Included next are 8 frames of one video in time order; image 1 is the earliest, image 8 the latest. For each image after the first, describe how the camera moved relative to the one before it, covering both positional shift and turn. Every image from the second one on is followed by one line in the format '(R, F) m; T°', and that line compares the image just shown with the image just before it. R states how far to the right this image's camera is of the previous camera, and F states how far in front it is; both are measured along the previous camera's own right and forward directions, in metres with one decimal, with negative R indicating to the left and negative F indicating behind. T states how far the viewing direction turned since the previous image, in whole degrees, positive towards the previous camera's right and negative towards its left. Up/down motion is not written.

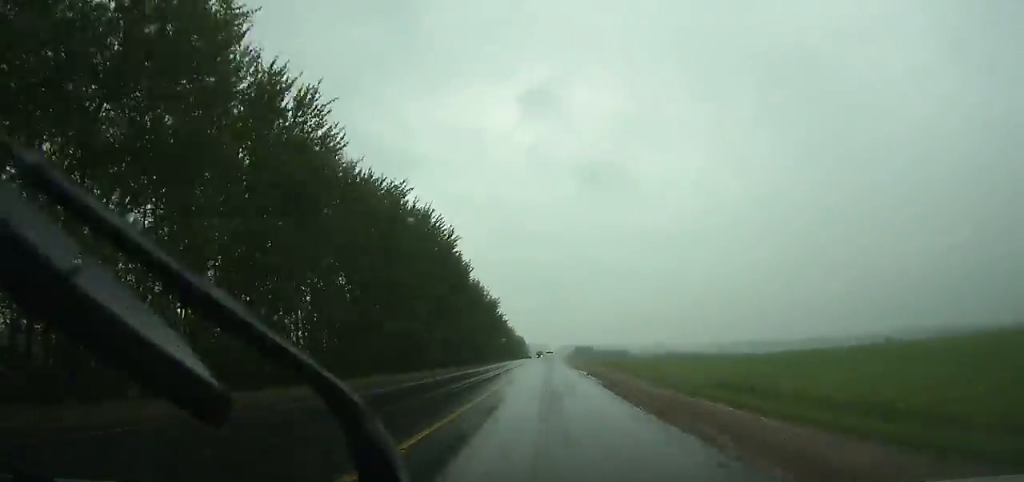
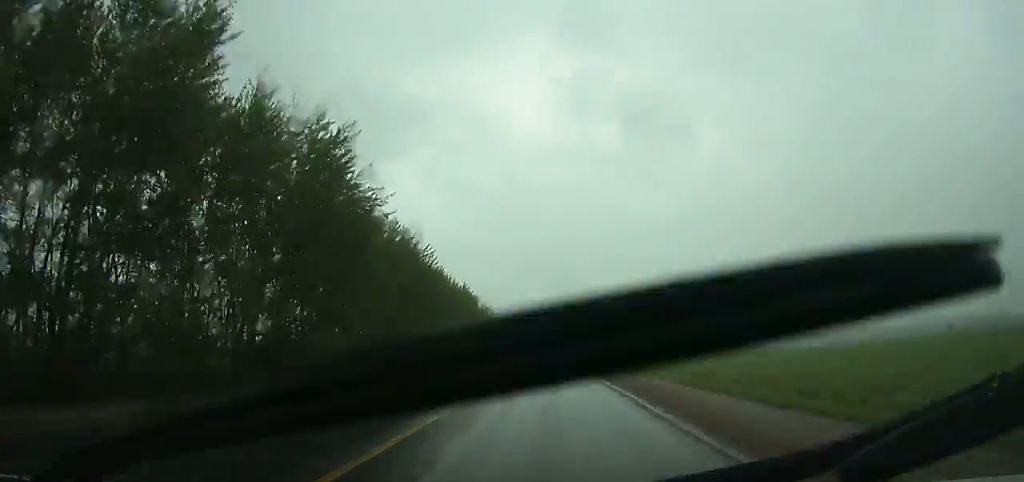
(+0.3, +109.8) m; 0°
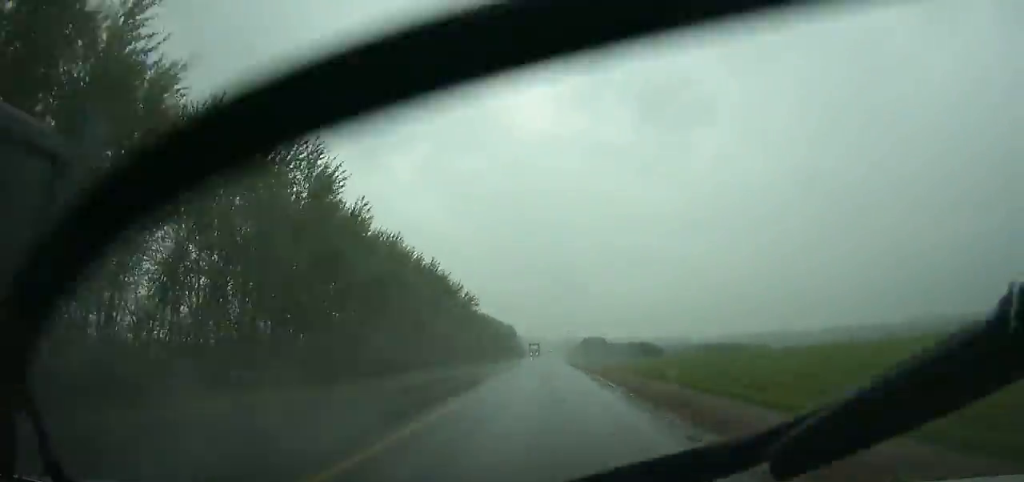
(-0.1, +31.7) m; 0°
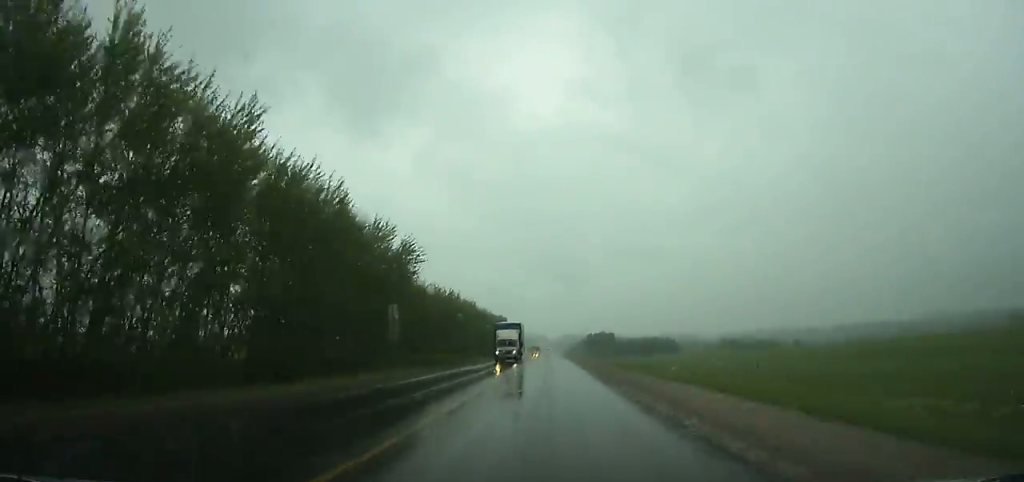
(+0.3, +56.9) m; 0°
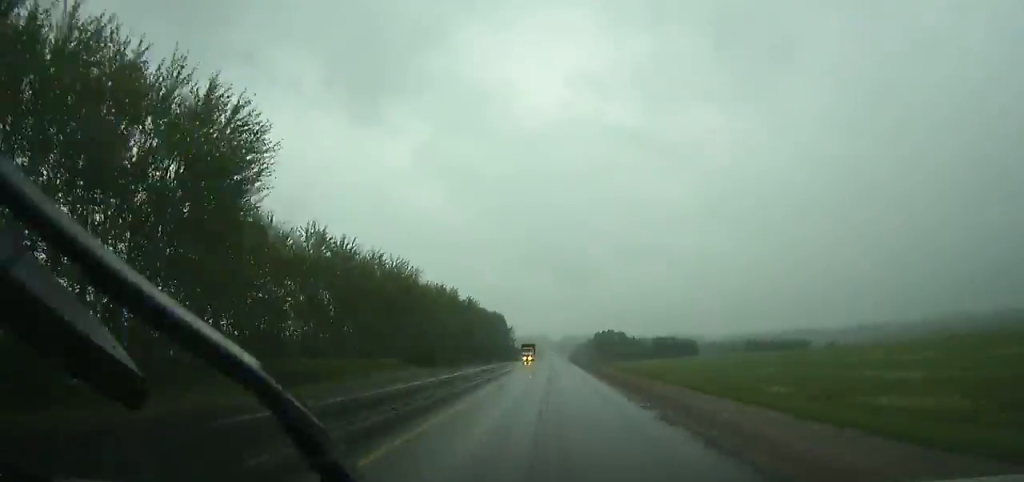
(-0.1, +41.2) m; 0°
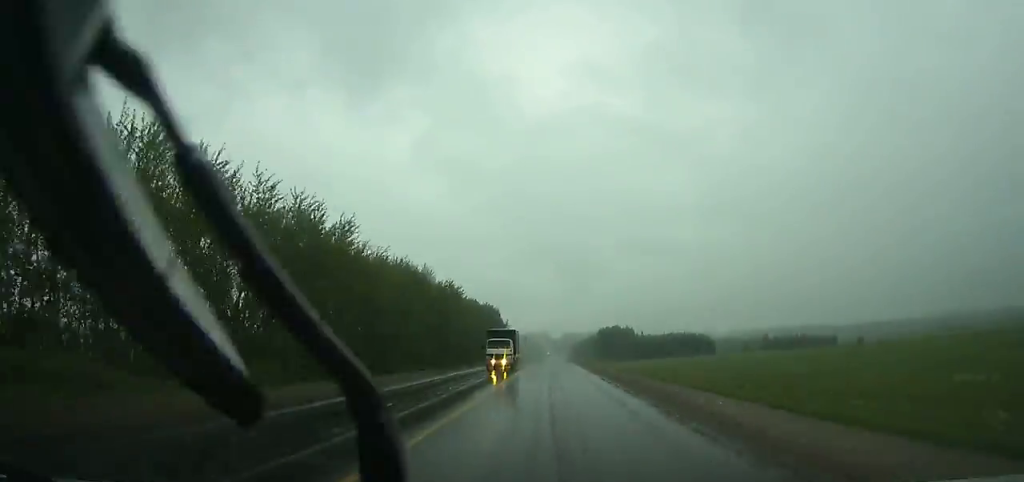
(0.0, +29.9) m; 0°
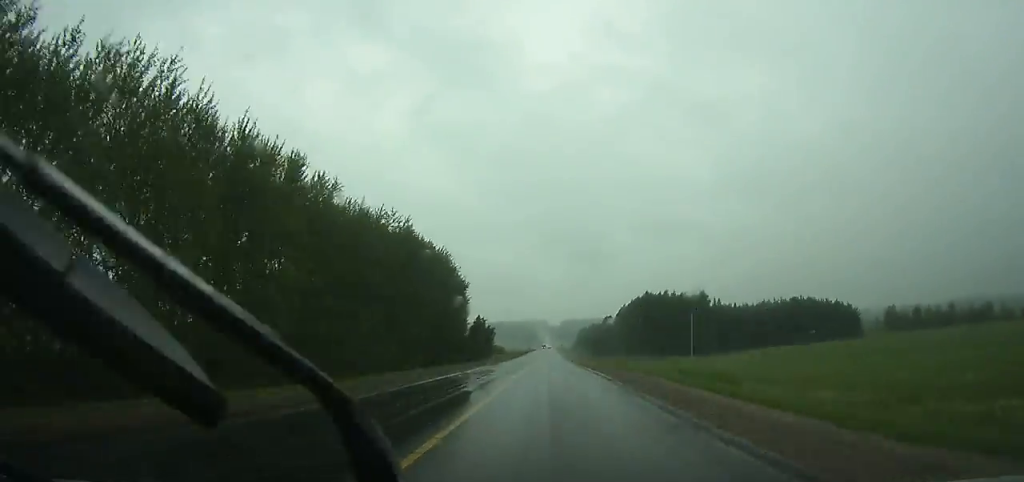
(-0.4, +131.5) m; 0°
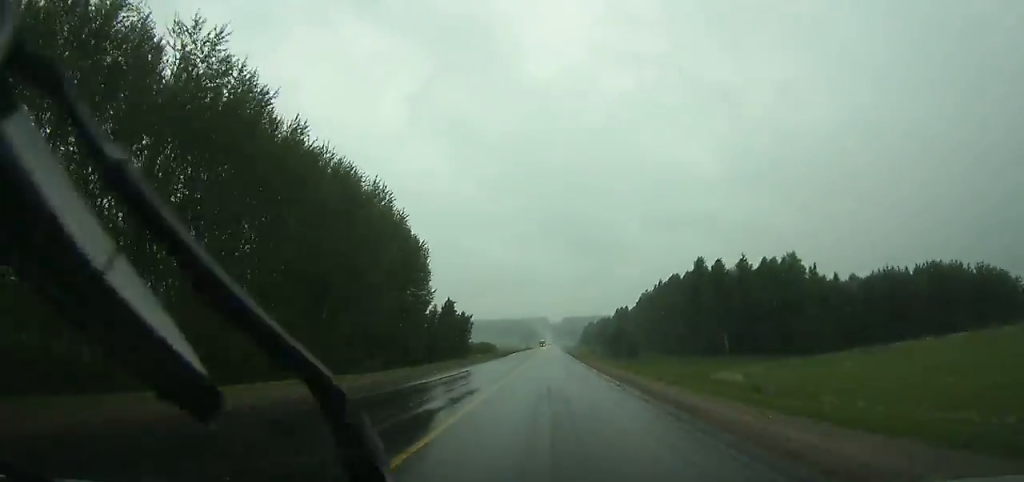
(0.0, +55.5) m; 0°
